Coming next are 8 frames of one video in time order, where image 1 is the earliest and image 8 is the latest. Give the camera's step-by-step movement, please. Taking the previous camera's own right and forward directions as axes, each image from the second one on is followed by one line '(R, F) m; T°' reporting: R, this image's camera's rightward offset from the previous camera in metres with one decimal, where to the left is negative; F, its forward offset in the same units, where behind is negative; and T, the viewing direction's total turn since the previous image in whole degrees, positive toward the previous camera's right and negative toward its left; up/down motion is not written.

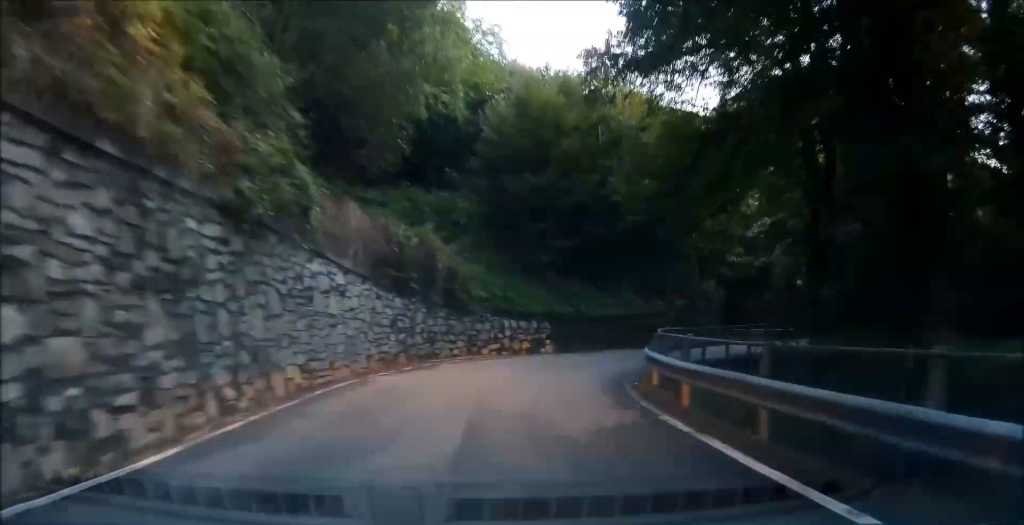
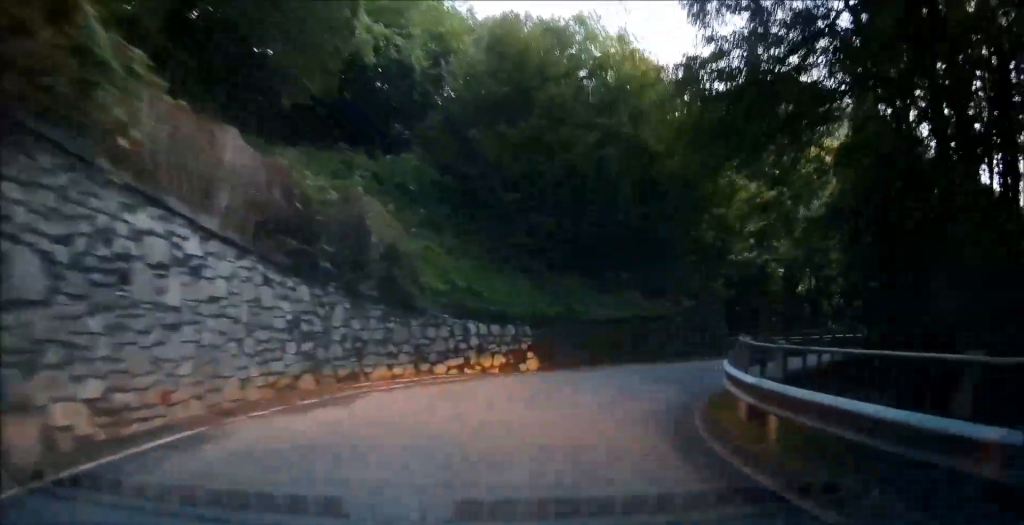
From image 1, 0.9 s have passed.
(-0.2, +7.5) m; +1°
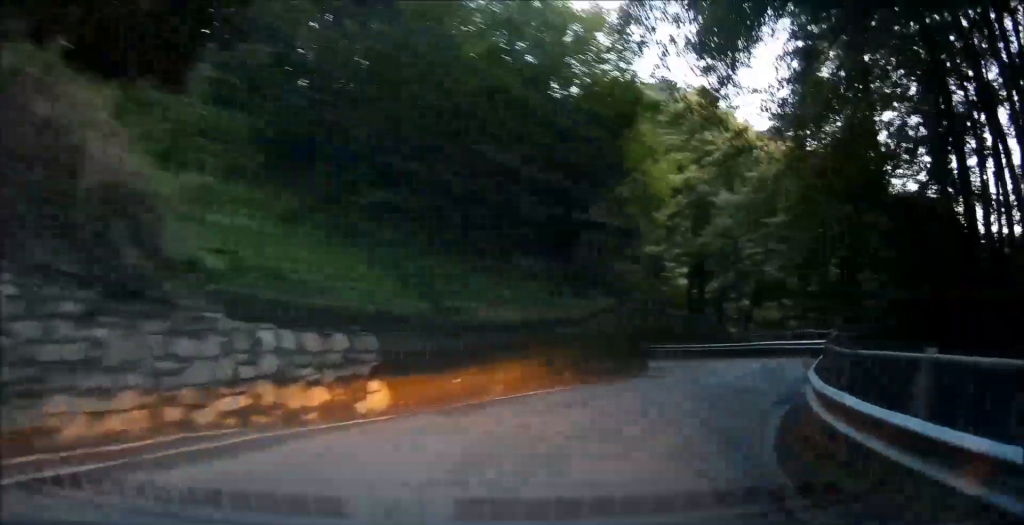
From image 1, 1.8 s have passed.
(0.0, +7.2) m; +22°
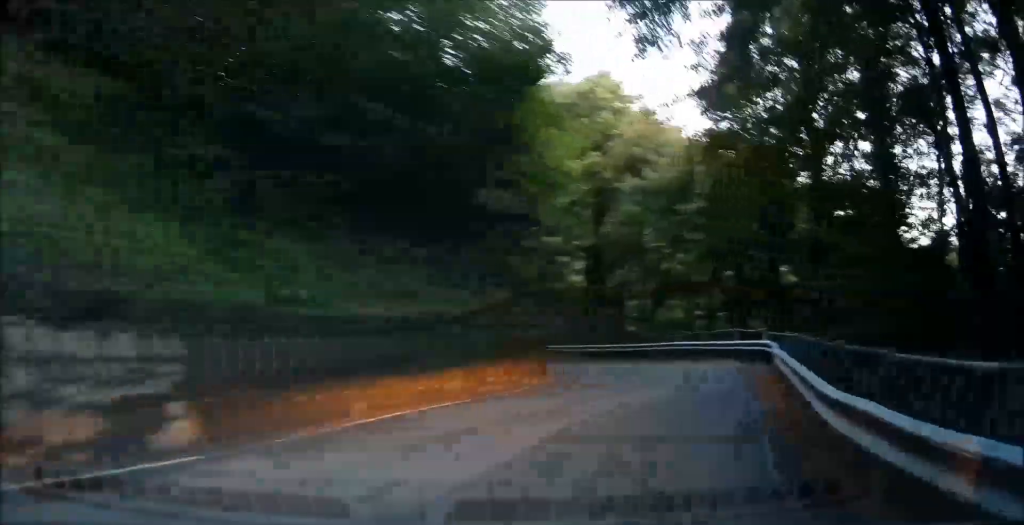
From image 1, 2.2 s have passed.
(+1.2, +3.2) m; +10°
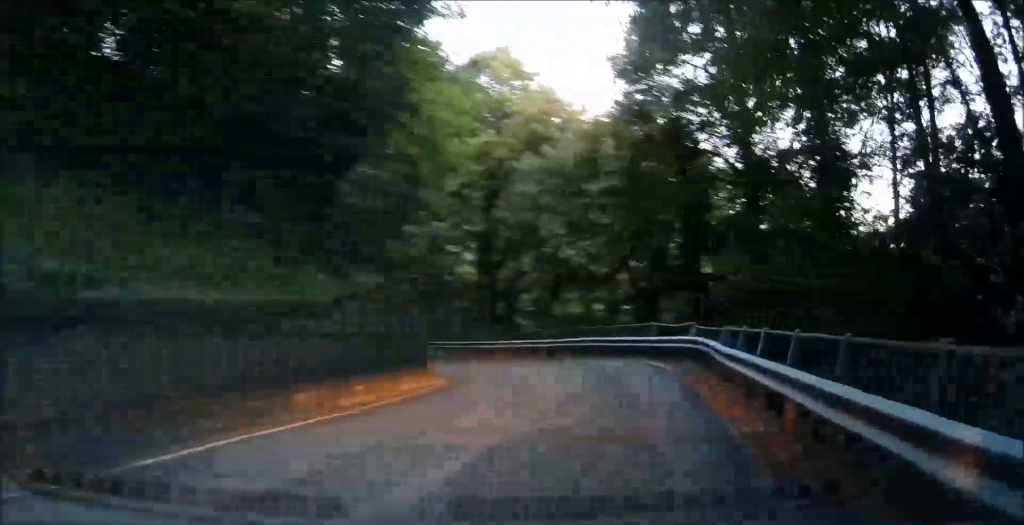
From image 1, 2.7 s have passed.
(+0.6, +3.4) m; +10°
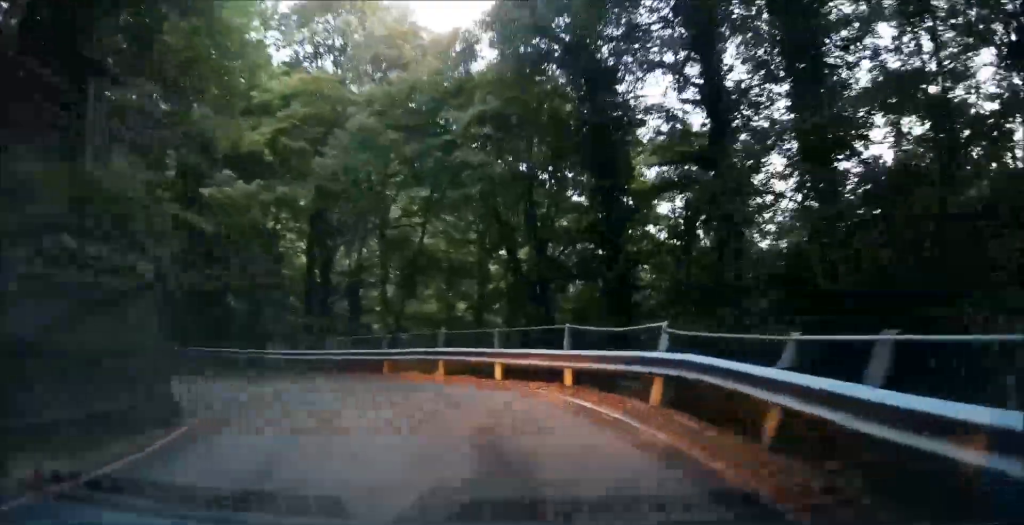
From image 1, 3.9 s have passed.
(+0.6, +10.7) m; +3°
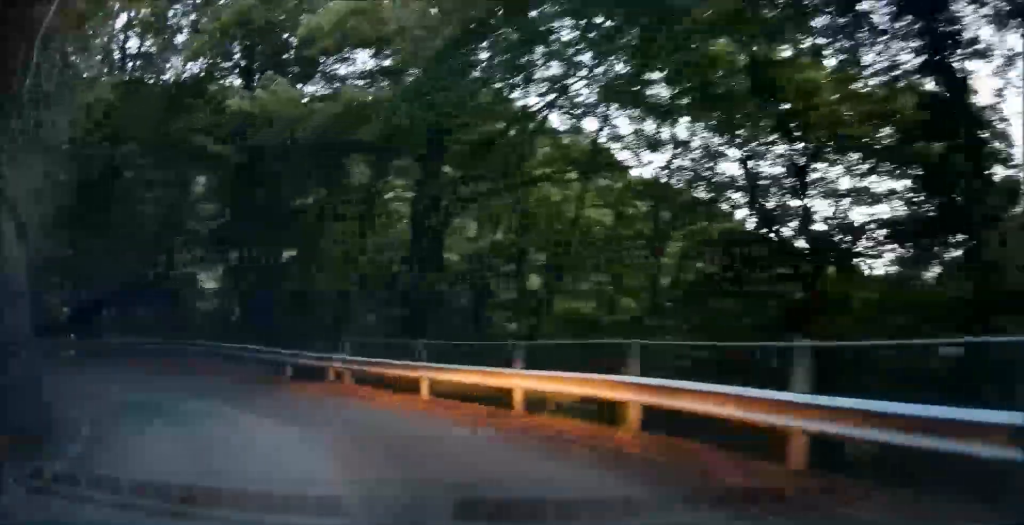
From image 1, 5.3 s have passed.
(0.0, +9.9) m; -4°
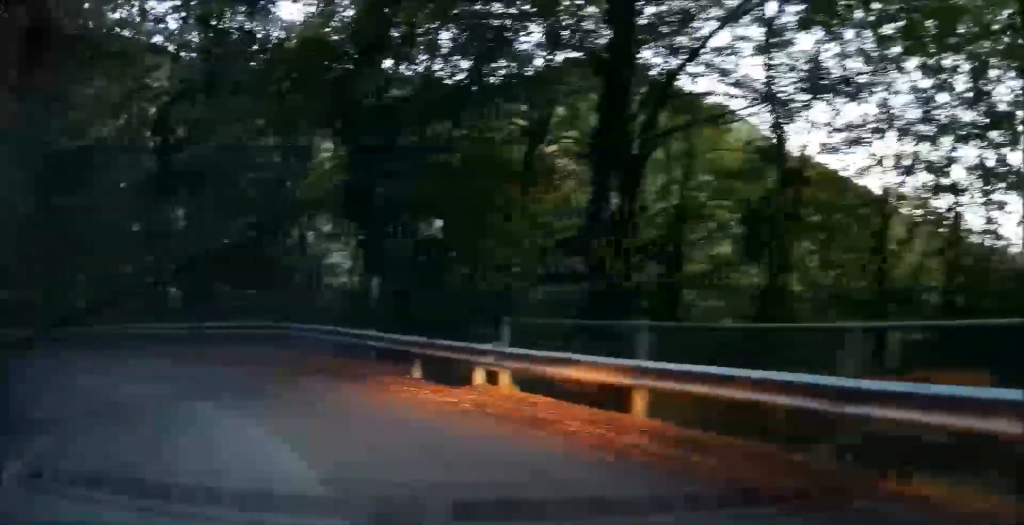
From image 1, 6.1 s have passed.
(-0.3, +5.7) m; -7°
